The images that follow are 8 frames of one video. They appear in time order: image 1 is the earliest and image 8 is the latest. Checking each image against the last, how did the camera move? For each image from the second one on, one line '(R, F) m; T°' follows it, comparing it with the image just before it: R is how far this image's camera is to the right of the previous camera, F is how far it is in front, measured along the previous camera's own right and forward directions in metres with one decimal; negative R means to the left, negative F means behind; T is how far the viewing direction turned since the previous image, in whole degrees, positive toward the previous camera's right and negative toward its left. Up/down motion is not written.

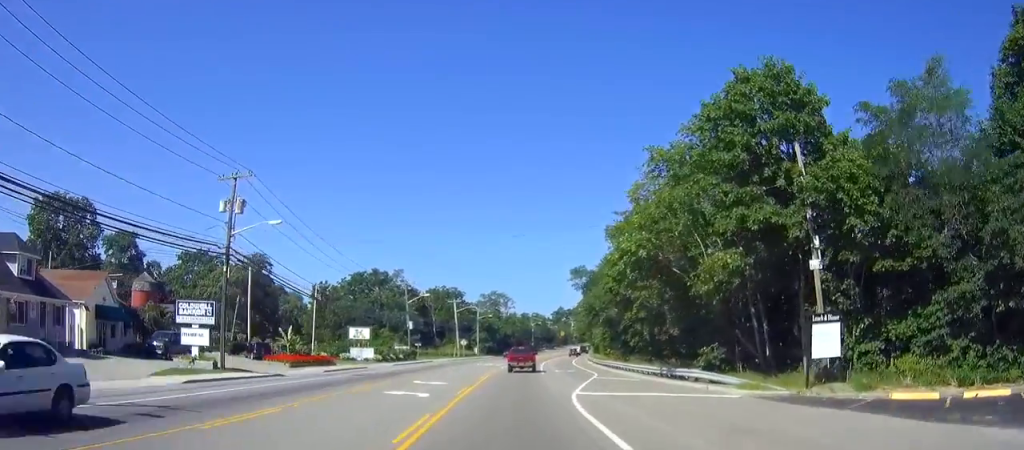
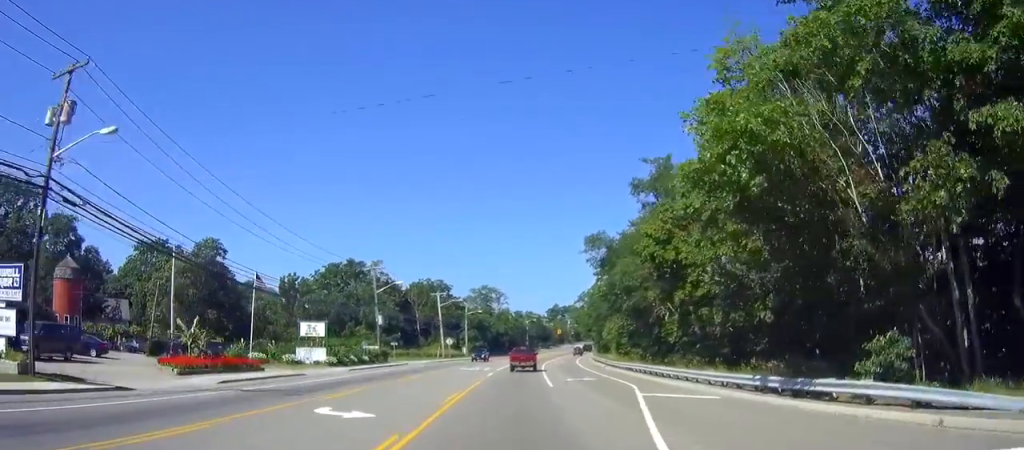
(0.0, +16.4) m; +1°
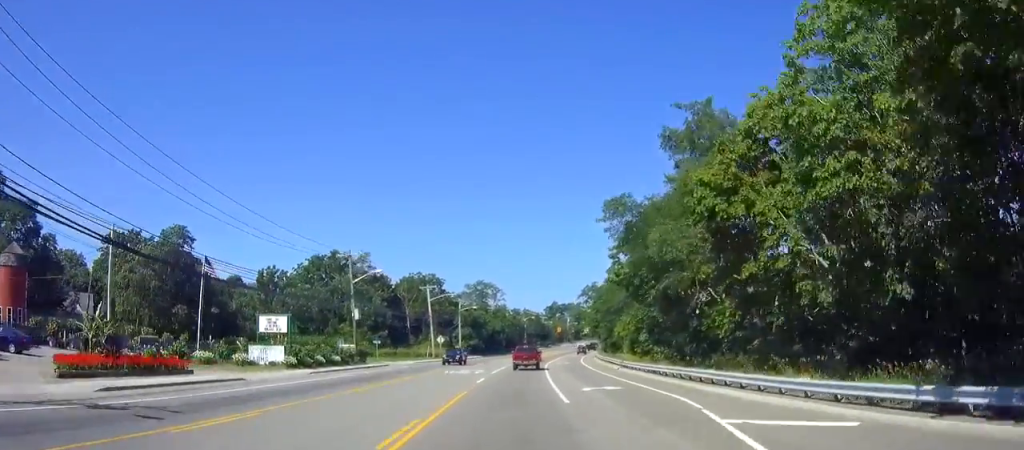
(+0.1, +10.0) m; 0°
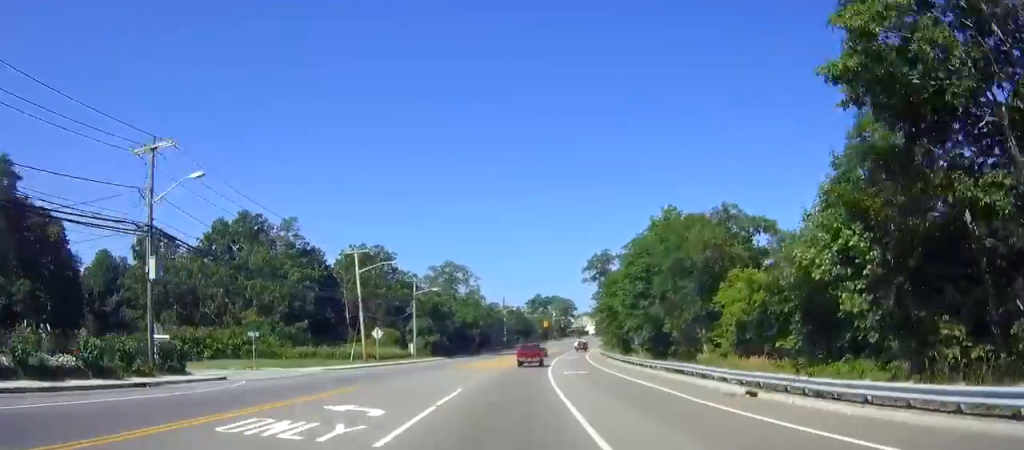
(+0.2, +35.0) m; +1°
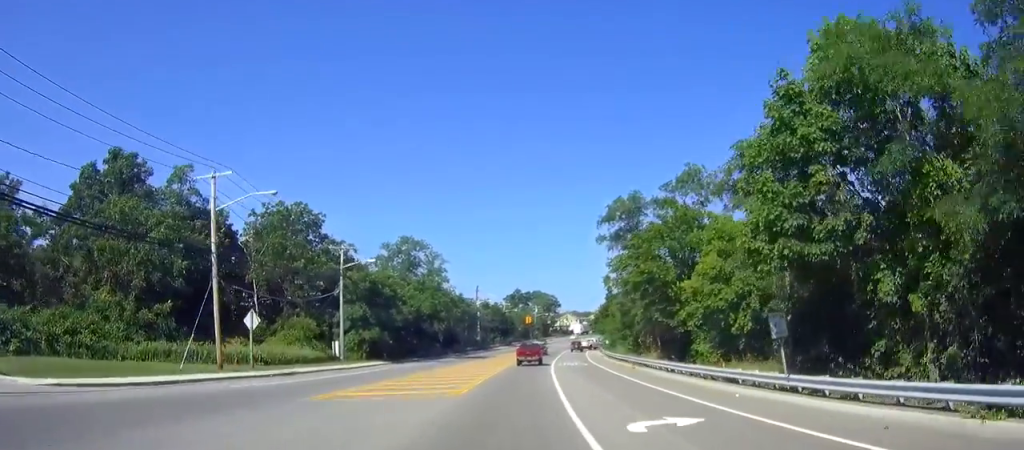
(+0.4, +29.3) m; +1°
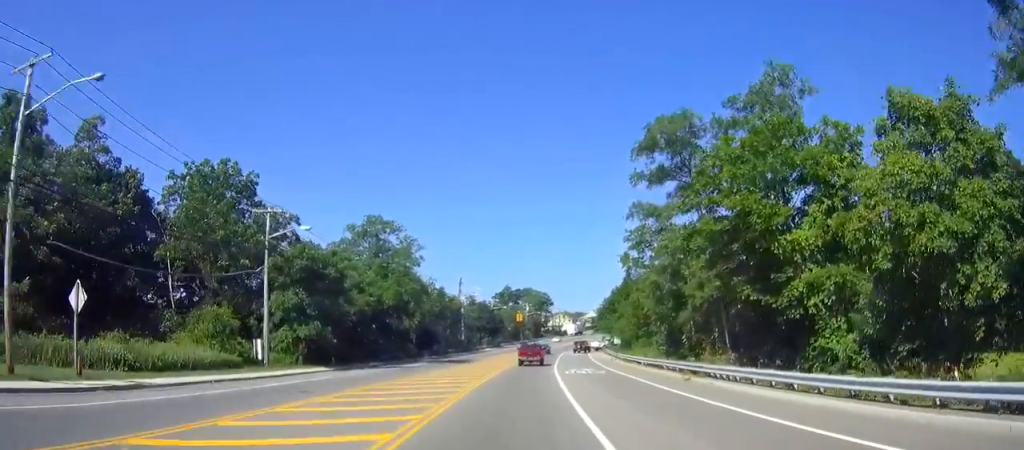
(0.0, +17.1) m; +1°
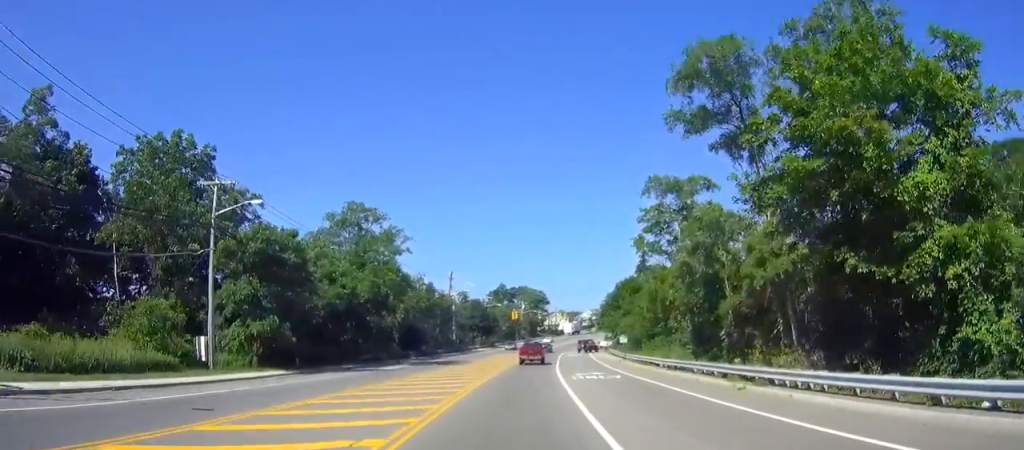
(+0.1, +8.0) m; +1°
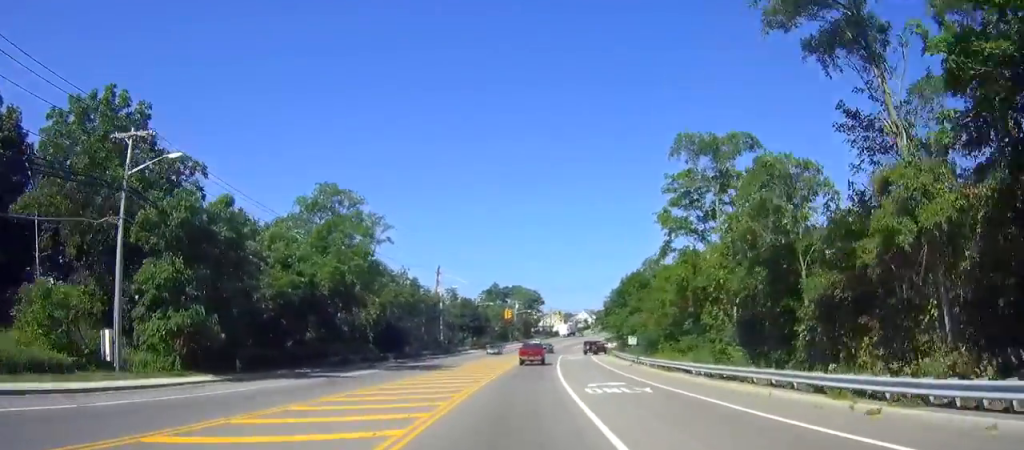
(0.0, +9.2) m; +1°
